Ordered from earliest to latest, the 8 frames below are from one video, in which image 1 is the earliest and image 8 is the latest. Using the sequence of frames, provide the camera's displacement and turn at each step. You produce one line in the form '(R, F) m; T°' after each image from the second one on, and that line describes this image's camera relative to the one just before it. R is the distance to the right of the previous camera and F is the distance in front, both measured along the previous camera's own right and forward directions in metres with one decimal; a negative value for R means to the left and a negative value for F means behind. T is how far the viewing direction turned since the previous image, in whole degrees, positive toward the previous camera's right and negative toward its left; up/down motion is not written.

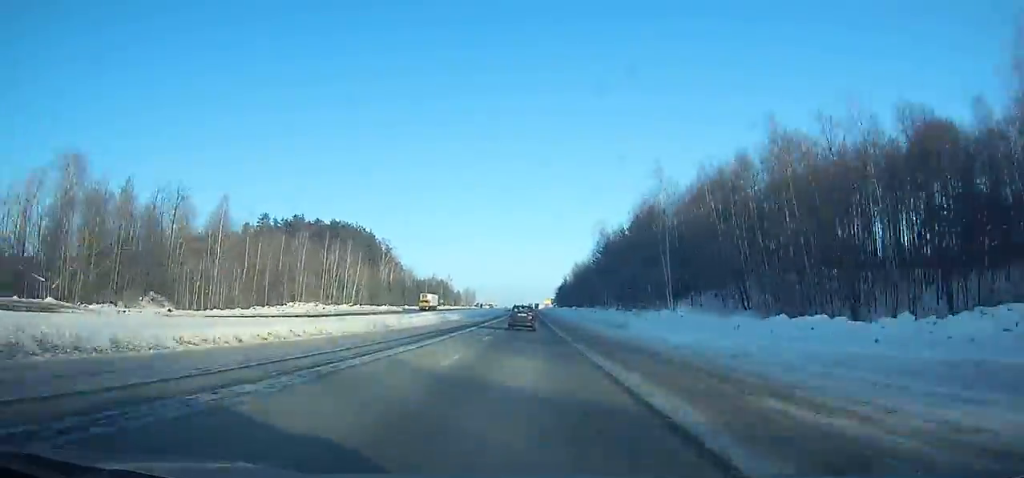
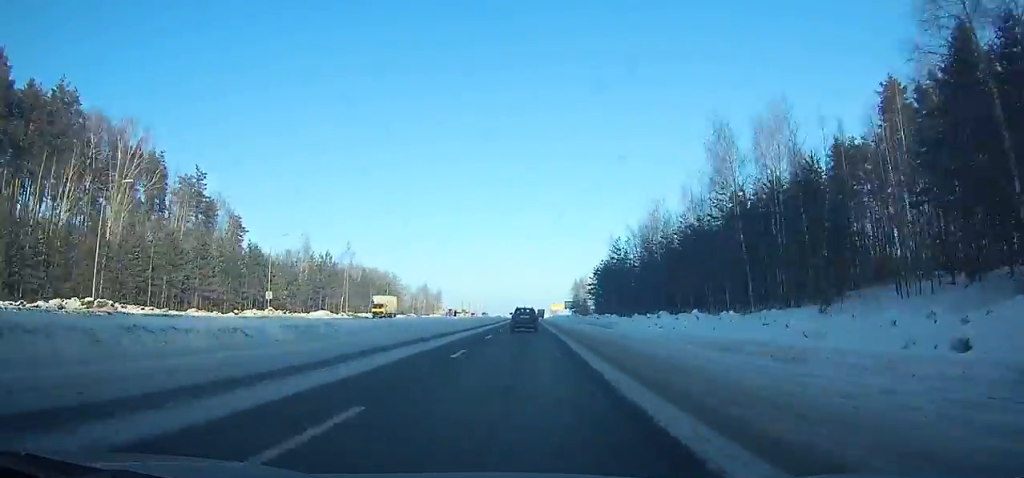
(-0.1, +152.6) m; 0°
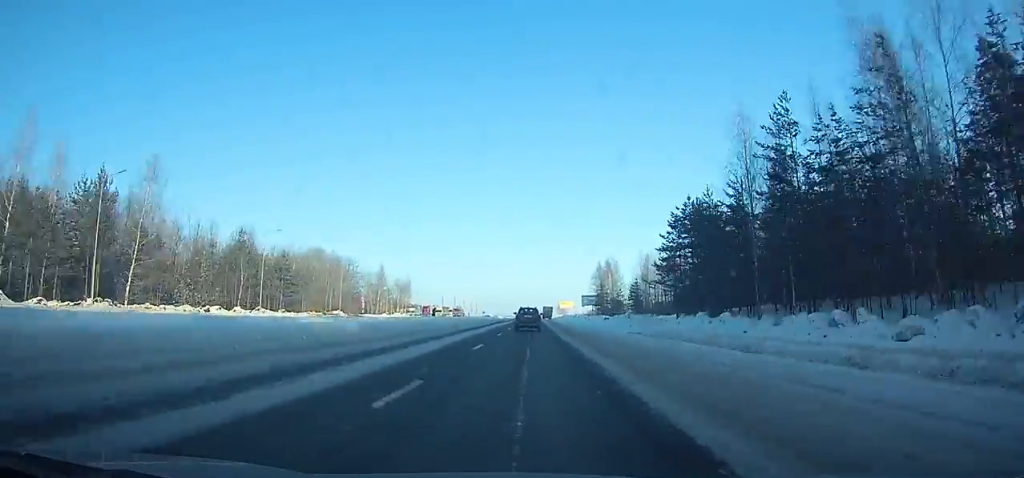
(-0.1, +66.9) m; 0°
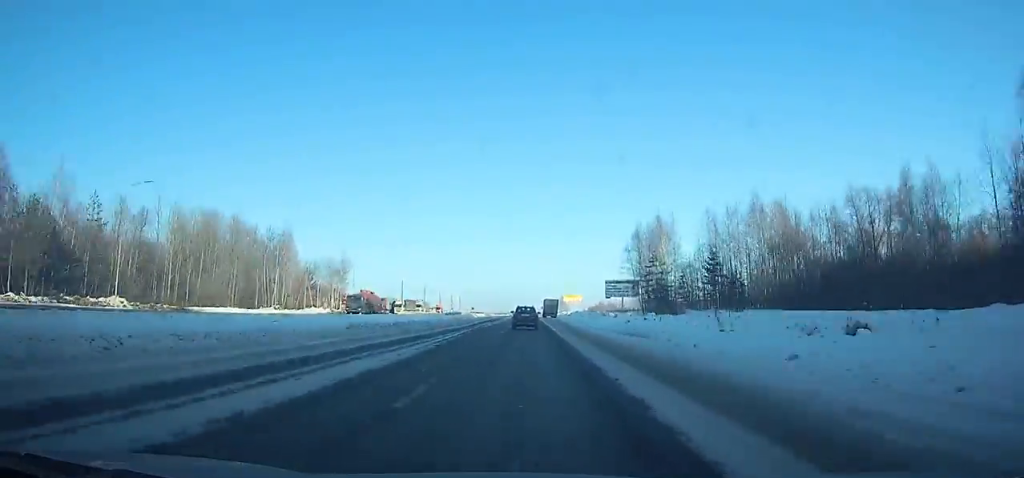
(0.0, +59.2) m; 0°
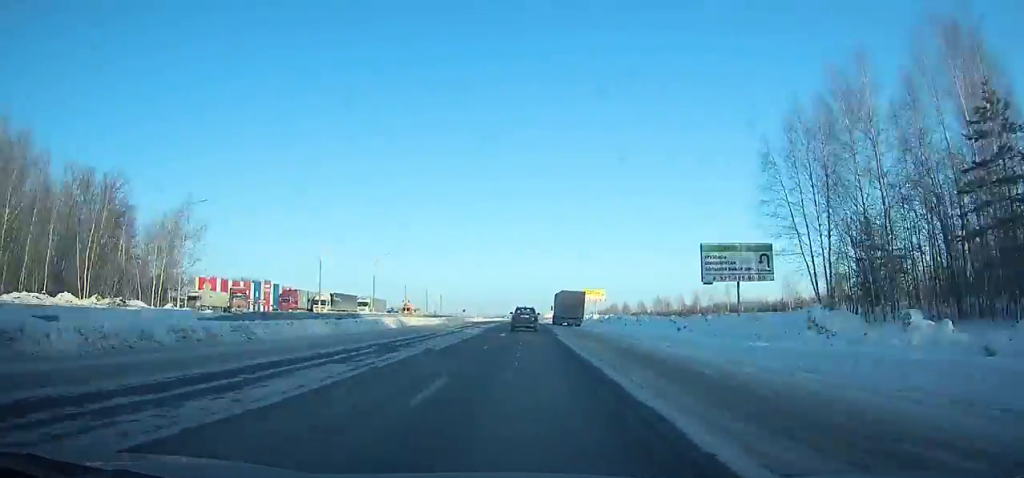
(0.0, +56.4) m; 0°
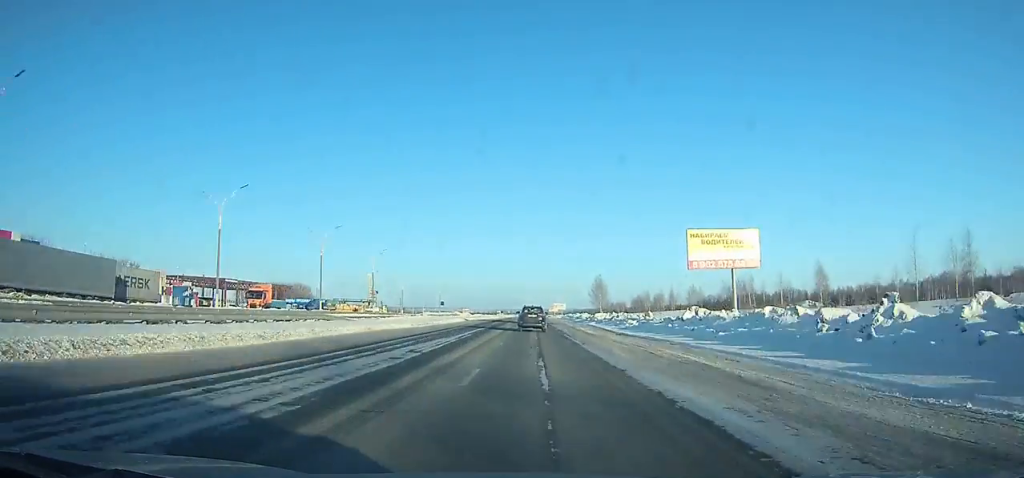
(-0.1, +91.4) m; 0°
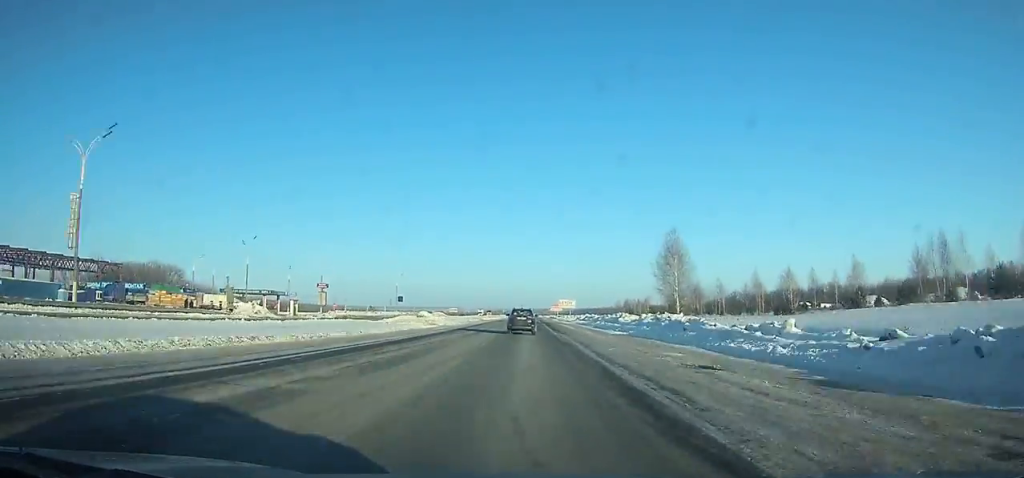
(+0.1, +80.2) m; 0°
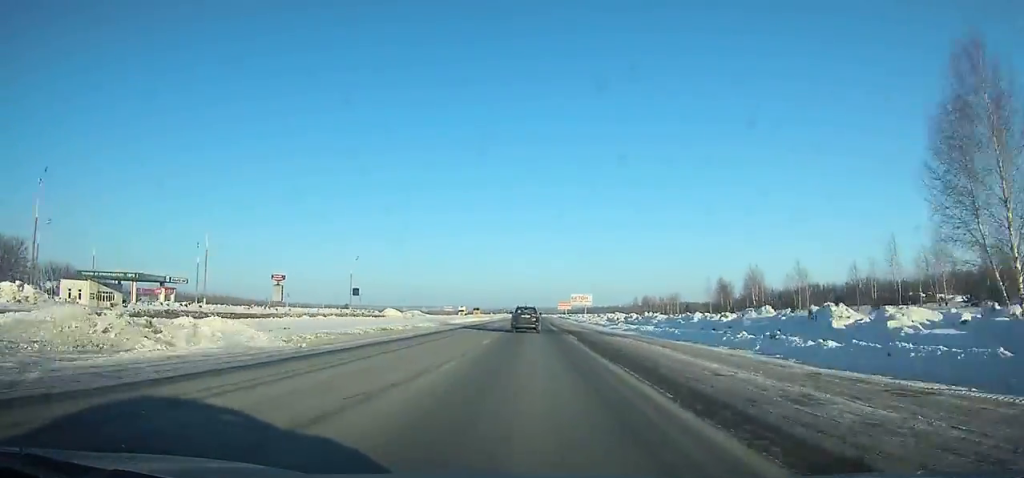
(0.0, +49.6) m; 0°
